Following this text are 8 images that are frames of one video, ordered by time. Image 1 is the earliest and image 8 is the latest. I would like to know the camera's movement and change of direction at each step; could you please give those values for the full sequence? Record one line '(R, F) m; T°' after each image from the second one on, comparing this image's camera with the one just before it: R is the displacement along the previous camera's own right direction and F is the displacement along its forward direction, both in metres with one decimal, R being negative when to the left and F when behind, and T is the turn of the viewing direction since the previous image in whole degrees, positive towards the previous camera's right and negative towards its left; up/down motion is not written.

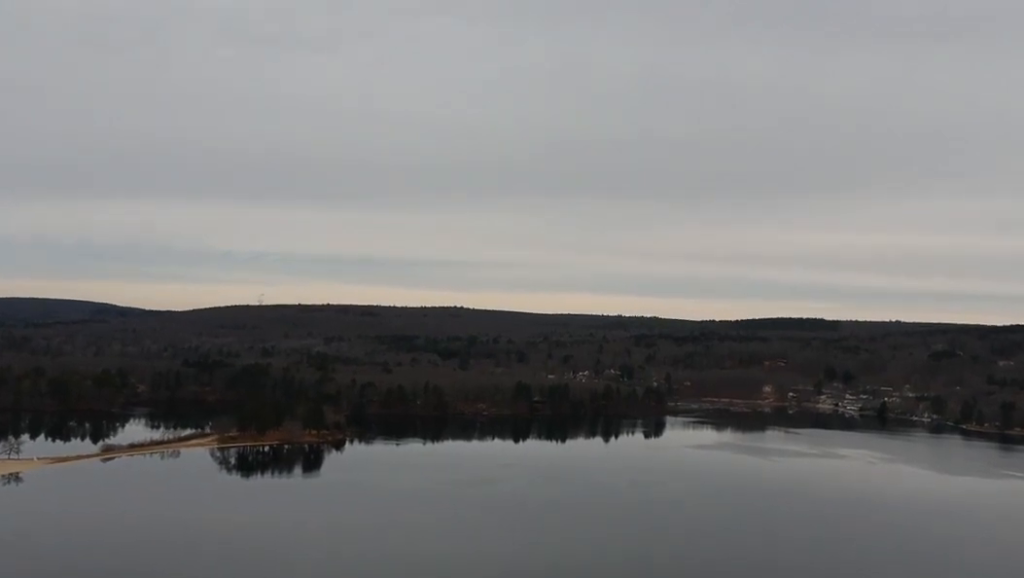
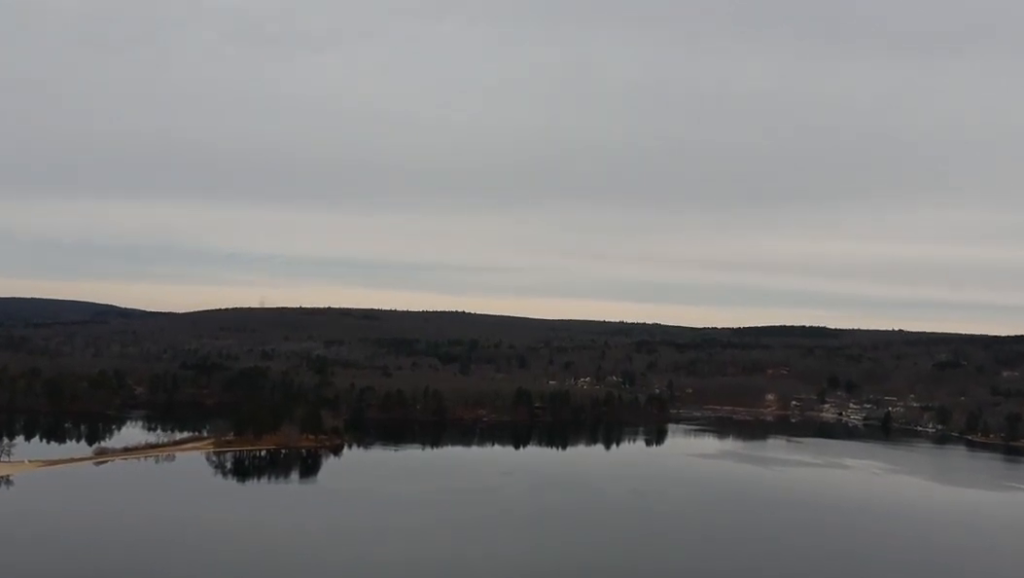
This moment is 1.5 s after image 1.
(-0.5, +11.3) m; -6°
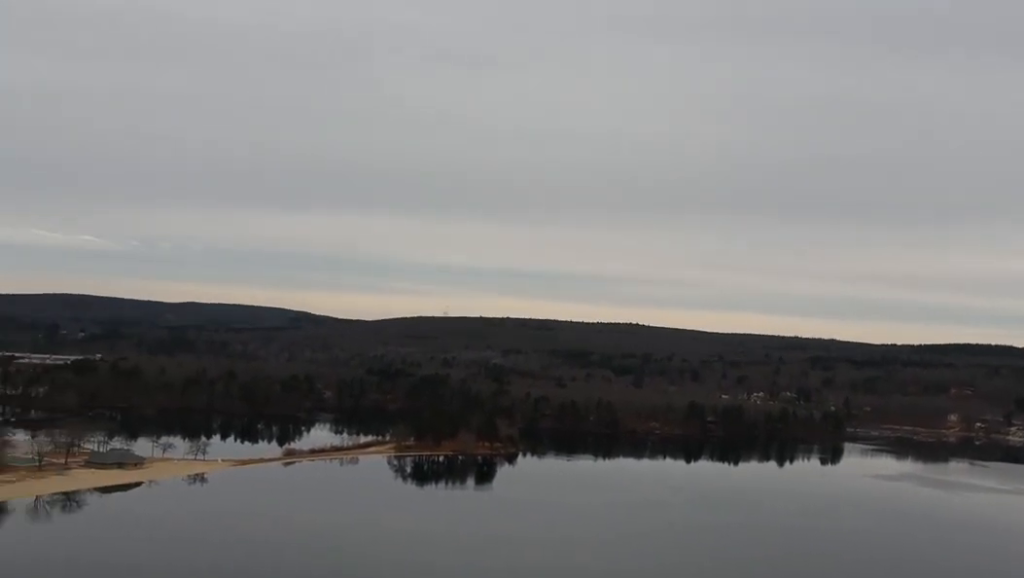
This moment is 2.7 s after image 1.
(-0.5, +9.0) m; -6°
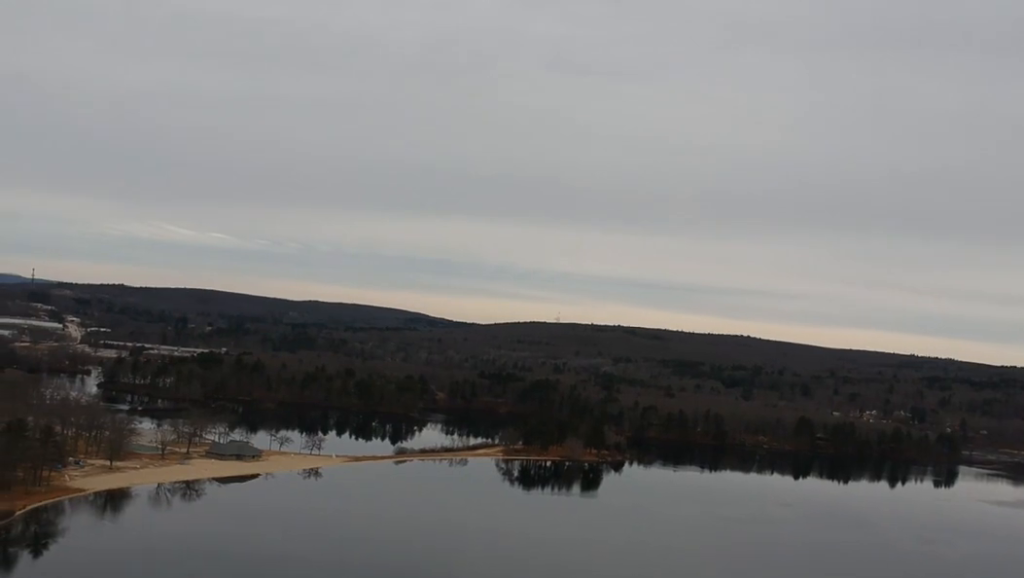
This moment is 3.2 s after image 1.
(-0.1, +3.5) m; -2°
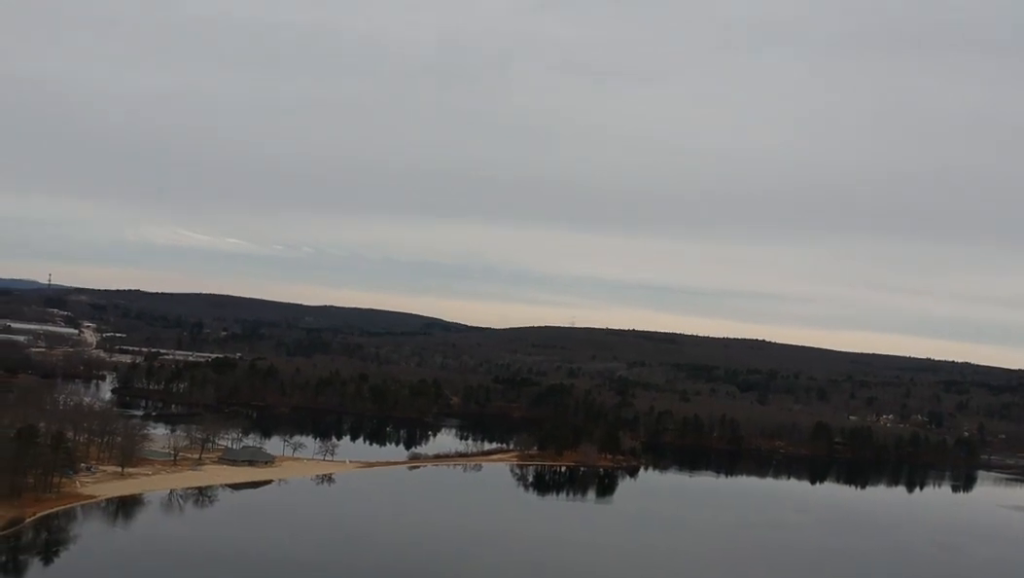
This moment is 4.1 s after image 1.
(-0.2, +6.6) m; -2°
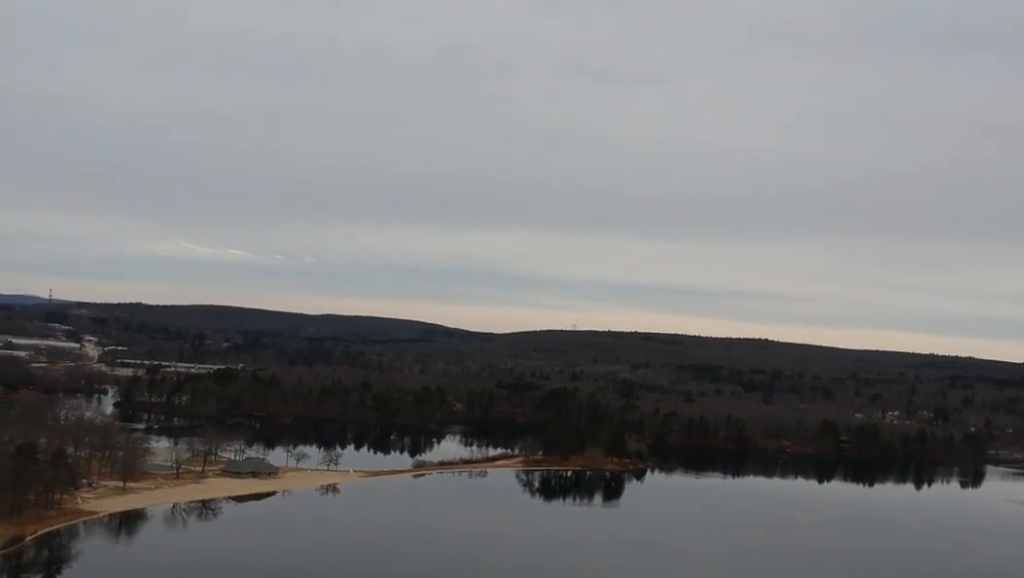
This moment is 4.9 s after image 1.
(-0.1, +5.6) m; -1°
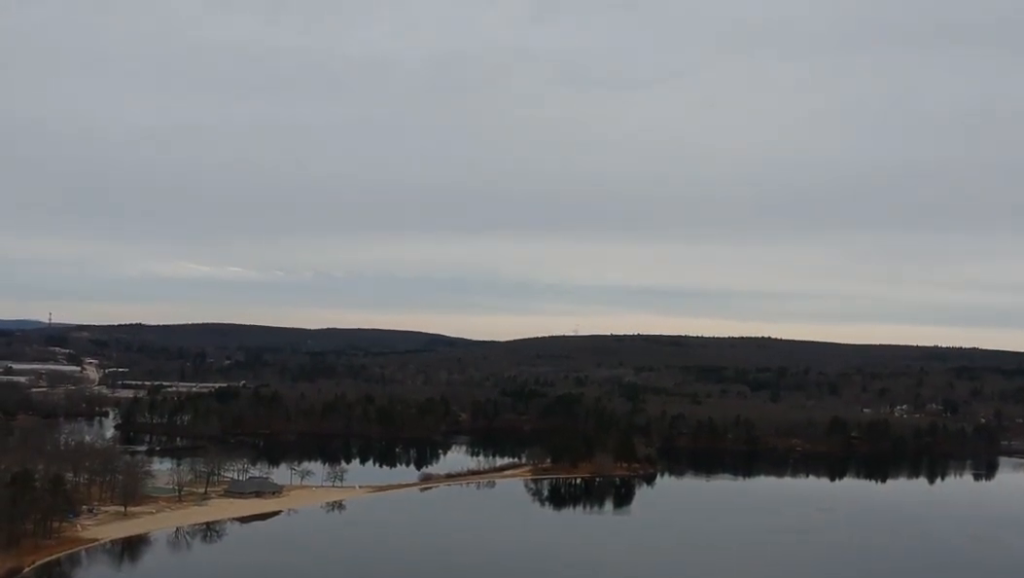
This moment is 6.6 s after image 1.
(+0.1, +12.3) m; +1°
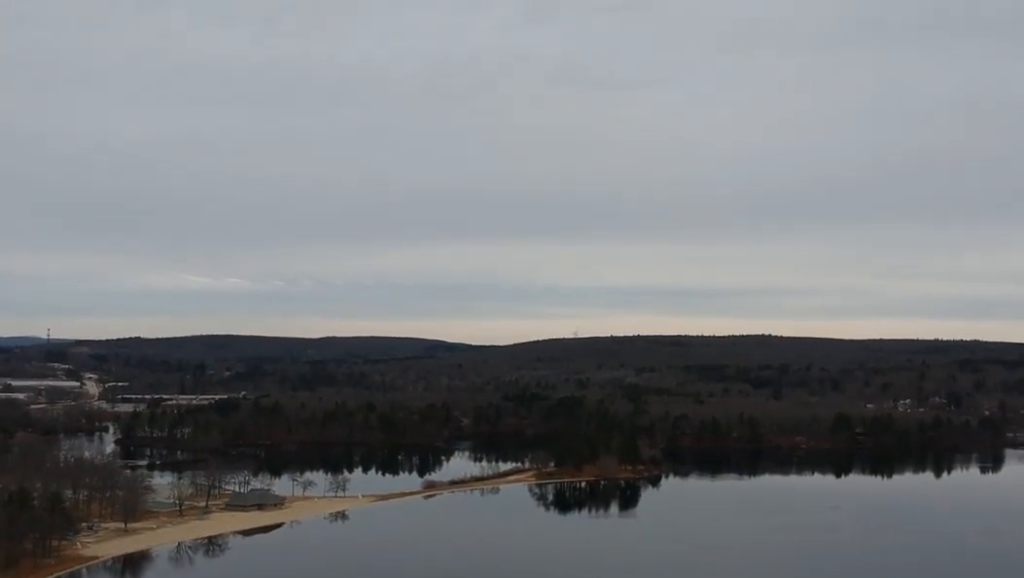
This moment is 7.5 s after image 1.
(0.0, +6.5) m; 0°
